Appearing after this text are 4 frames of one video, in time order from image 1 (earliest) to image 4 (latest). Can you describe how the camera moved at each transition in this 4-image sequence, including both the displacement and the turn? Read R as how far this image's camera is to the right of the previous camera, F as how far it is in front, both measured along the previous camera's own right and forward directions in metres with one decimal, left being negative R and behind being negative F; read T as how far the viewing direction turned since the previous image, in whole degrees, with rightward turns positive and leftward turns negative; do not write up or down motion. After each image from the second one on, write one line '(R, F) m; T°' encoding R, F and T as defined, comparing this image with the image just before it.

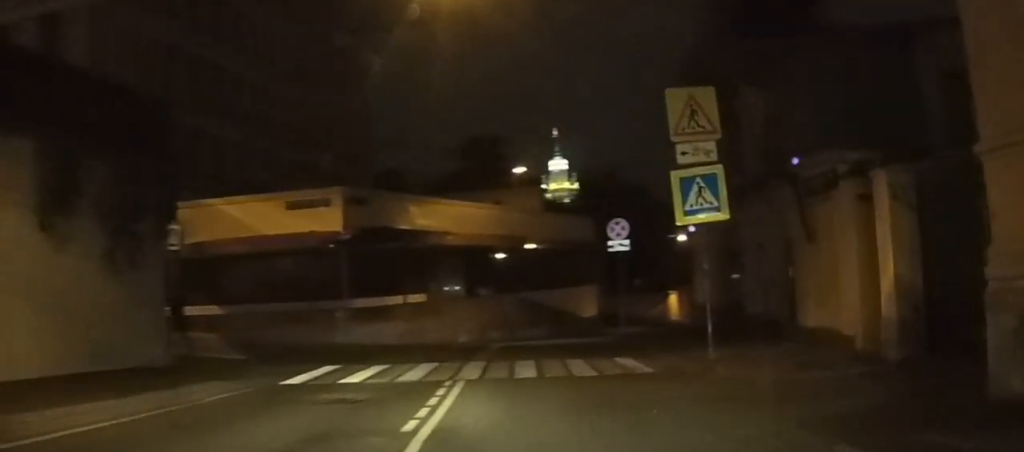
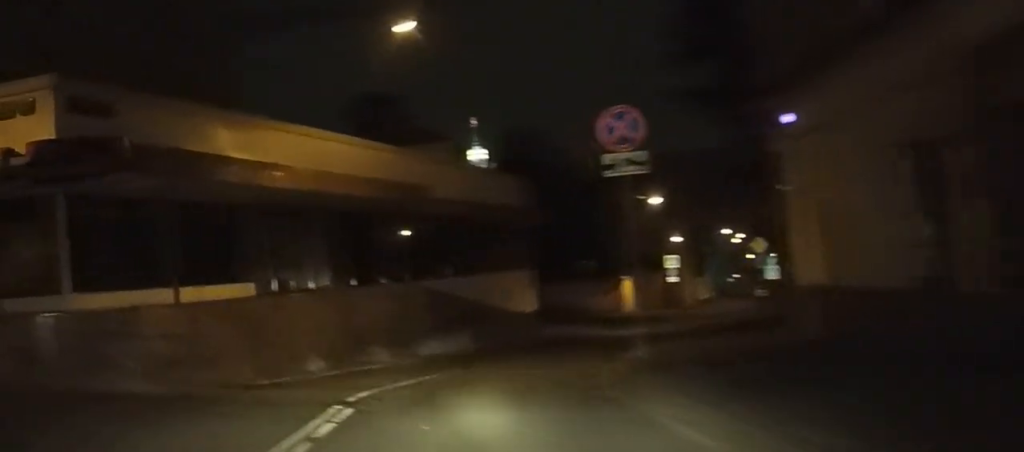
(+1.9, +12.2) m; +9°
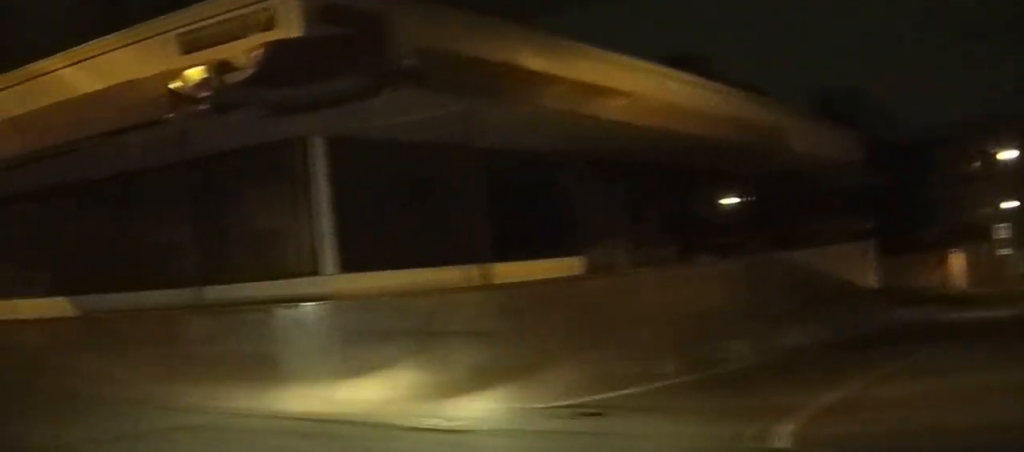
(-0.2, +4.7) m; -10°
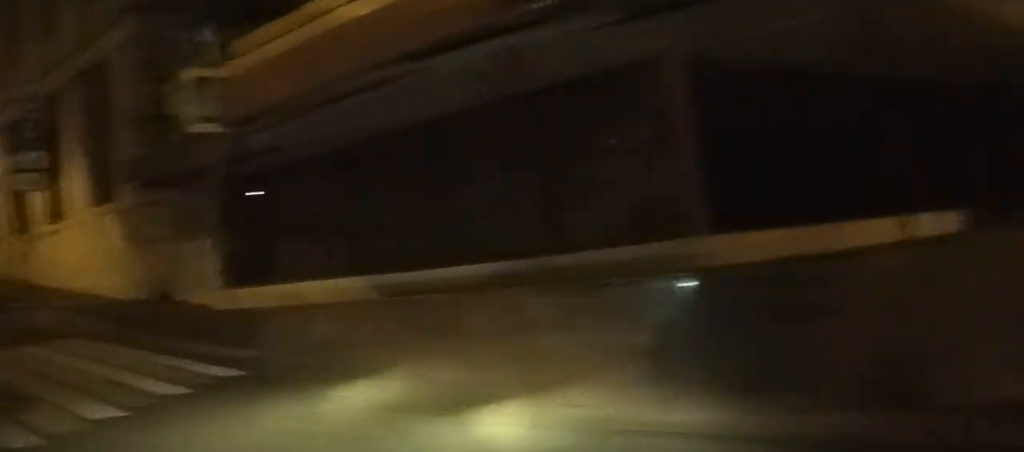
(-0.1, +2.7) m; -12°
